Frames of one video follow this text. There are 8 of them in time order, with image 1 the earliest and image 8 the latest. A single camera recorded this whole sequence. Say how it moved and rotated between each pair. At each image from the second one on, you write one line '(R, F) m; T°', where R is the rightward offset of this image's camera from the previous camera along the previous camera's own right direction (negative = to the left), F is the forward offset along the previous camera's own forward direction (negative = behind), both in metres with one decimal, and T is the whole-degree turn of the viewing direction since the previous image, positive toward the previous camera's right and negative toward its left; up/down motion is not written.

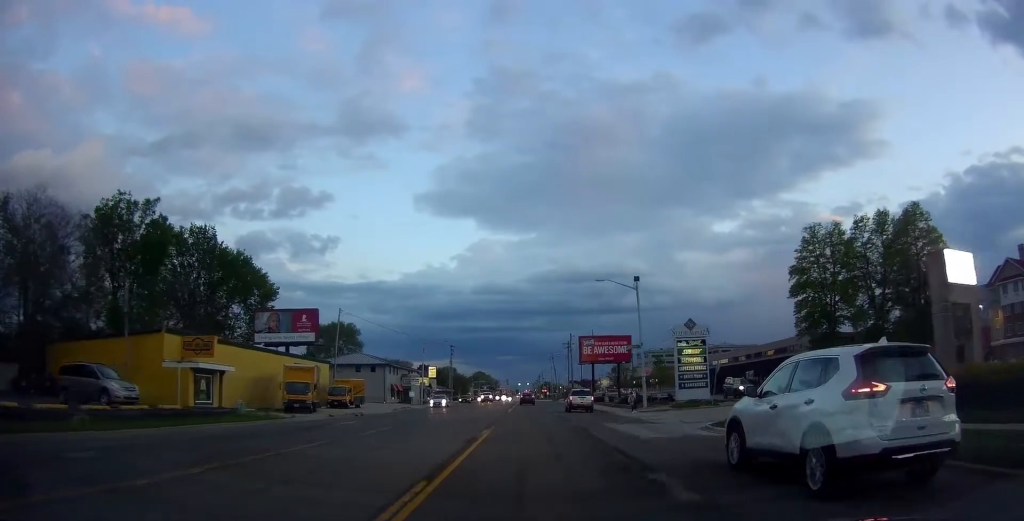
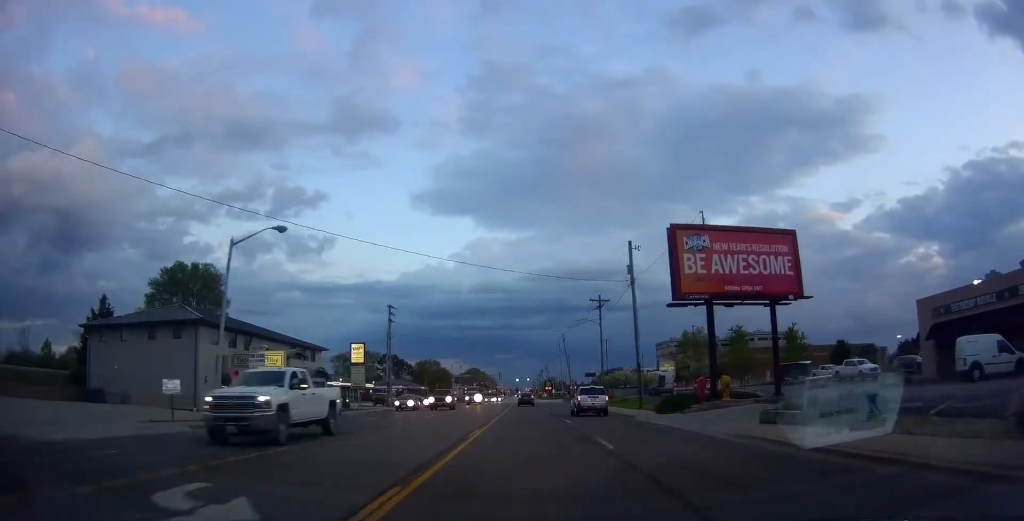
(-0.2, +53.6) m; -1°
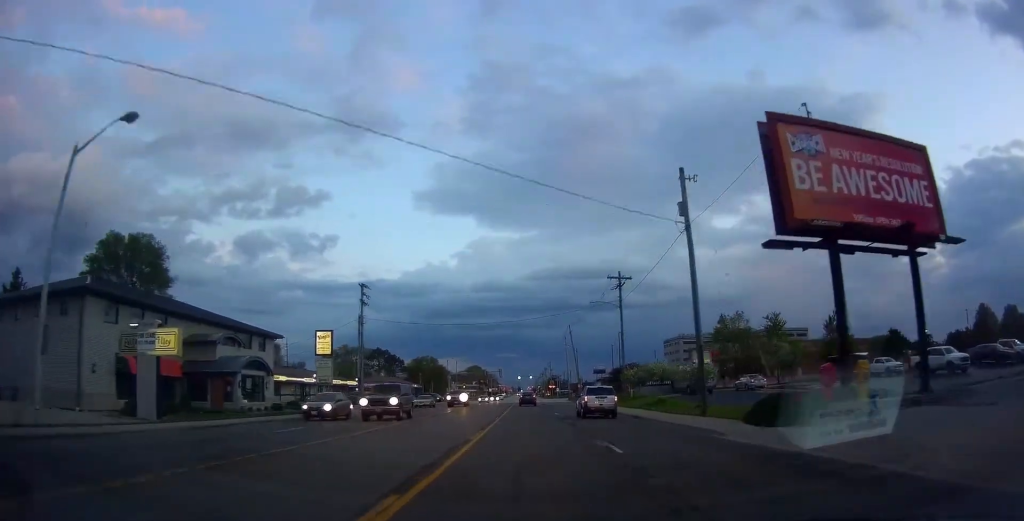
(-0.2, +12.7) m; 0°
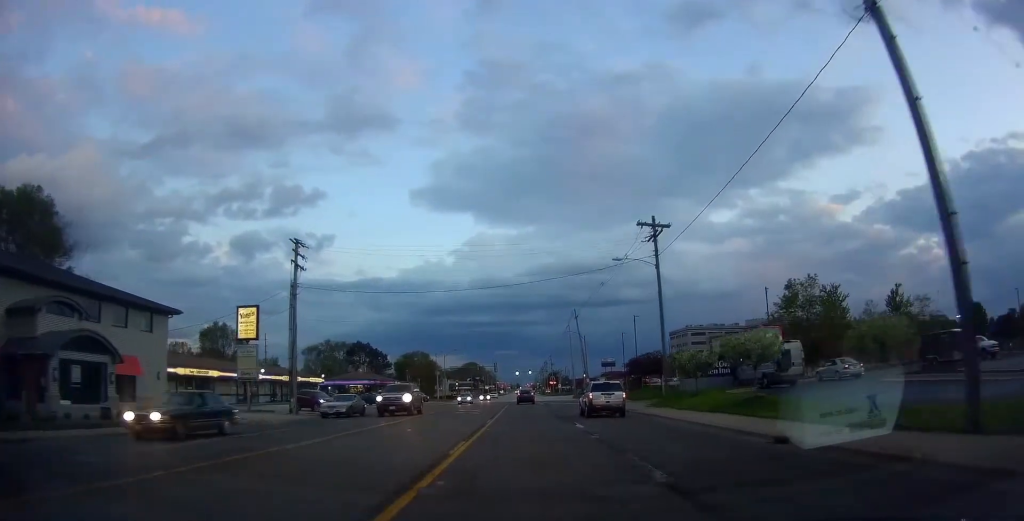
(+0.1, +16.0) m; +1°
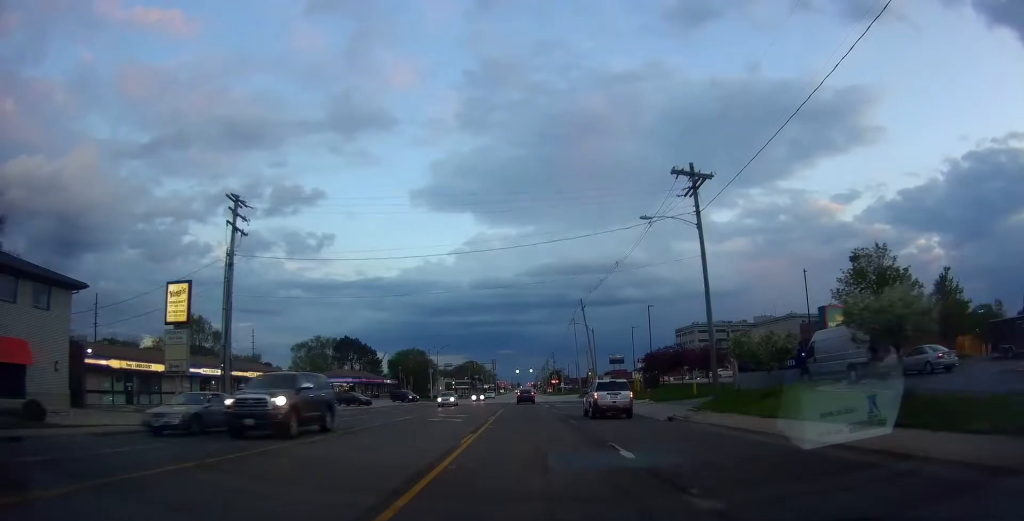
(+0.2, +10.2) m; 0°
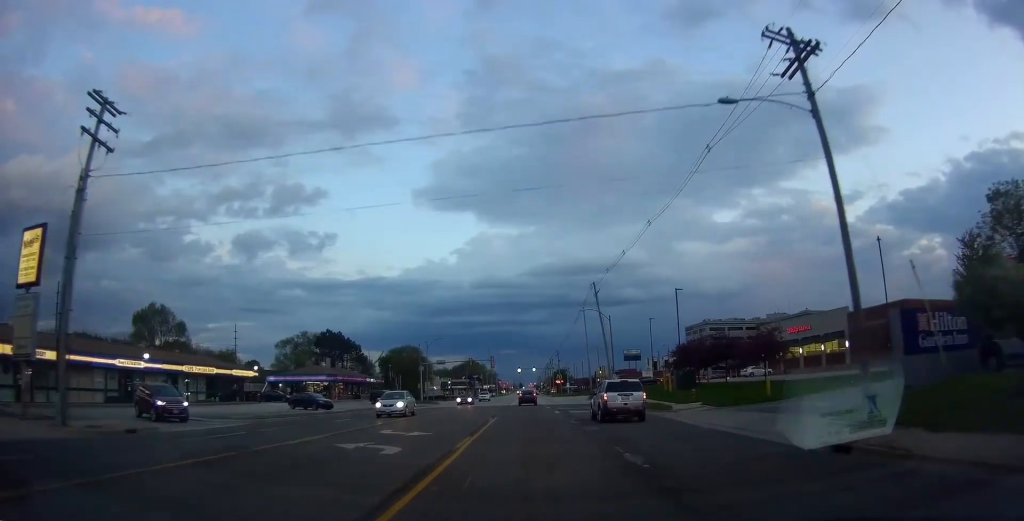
(0.0, +13.1) m; -1°
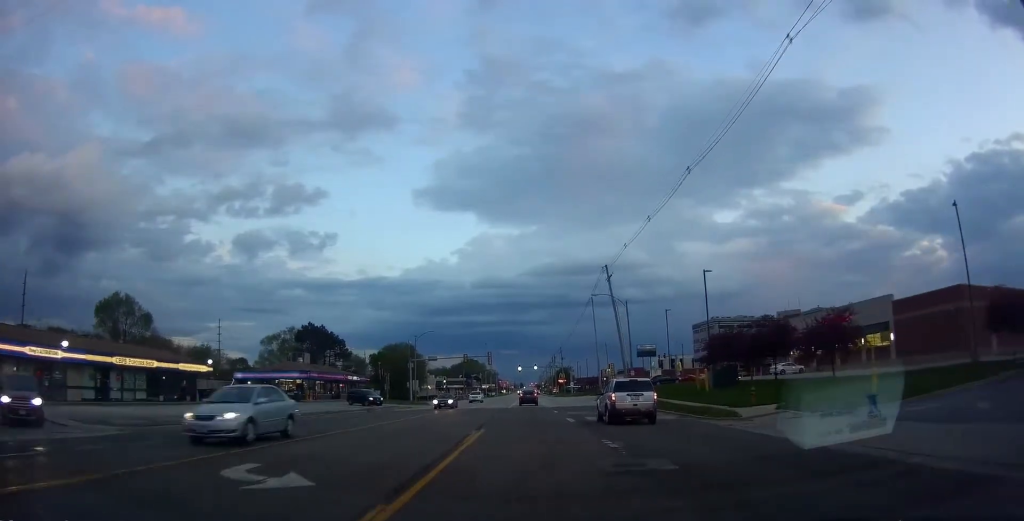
(-0.1, +10.1) m; -2°
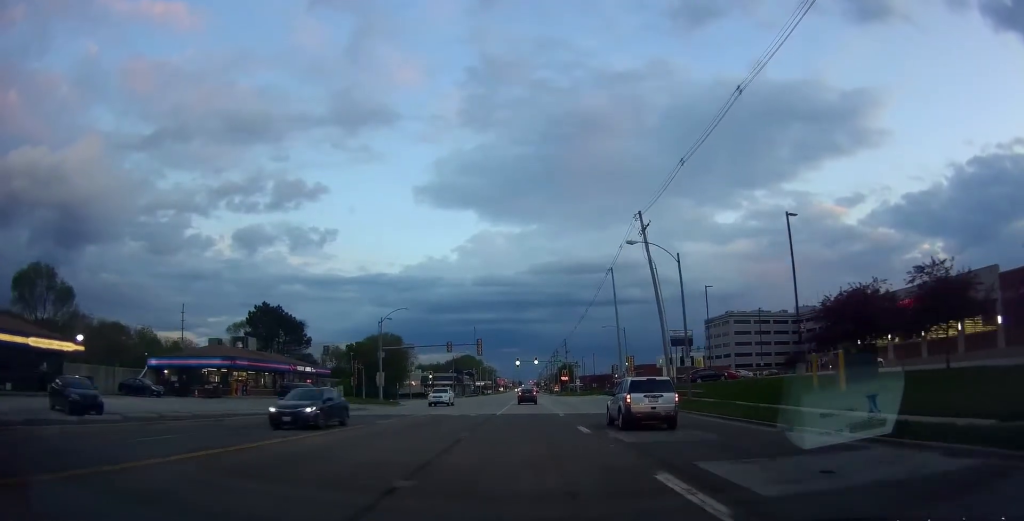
(-0.5, +19.2) m; 0°
